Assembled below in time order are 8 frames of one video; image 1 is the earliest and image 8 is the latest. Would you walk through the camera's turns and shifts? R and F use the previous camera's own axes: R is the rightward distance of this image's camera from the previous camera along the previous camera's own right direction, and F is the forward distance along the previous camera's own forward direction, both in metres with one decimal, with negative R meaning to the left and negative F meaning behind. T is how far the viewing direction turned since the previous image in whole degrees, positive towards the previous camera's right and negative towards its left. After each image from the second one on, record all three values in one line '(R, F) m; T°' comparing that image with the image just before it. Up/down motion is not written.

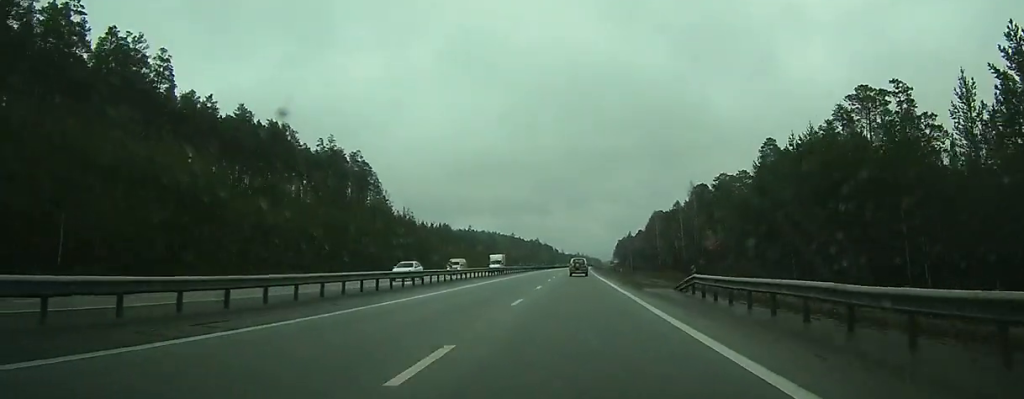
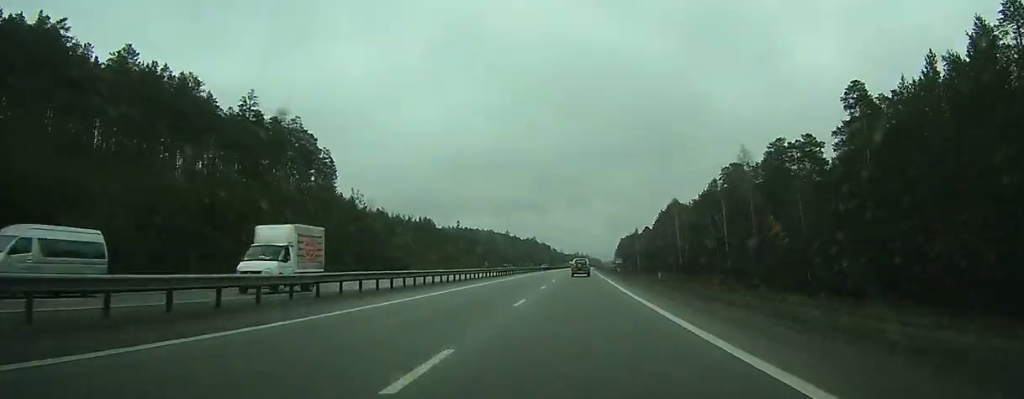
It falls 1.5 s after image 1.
(-0.1, +36.3) m; 0°
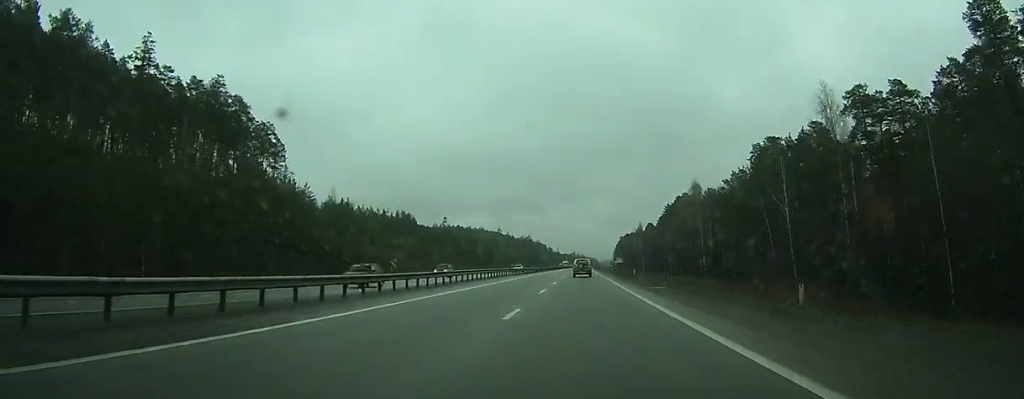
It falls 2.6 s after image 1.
(-0.1, +27.9) m; 0°
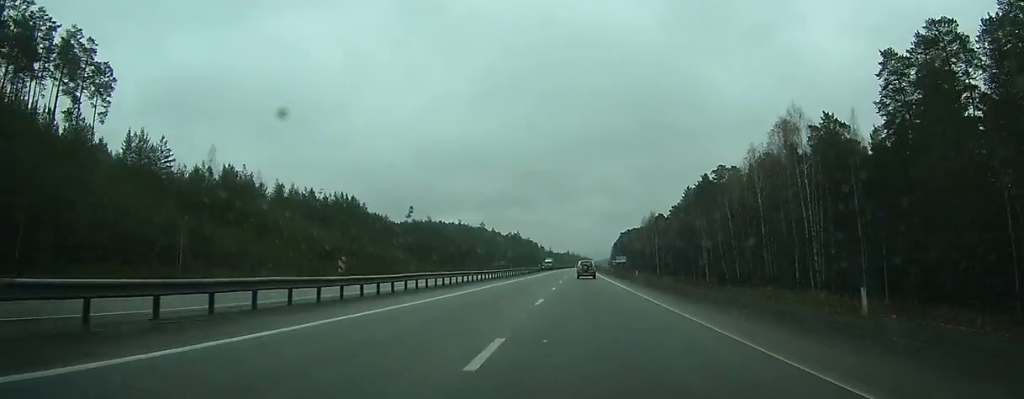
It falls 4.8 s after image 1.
(+0.2, +53.9) m; +1°
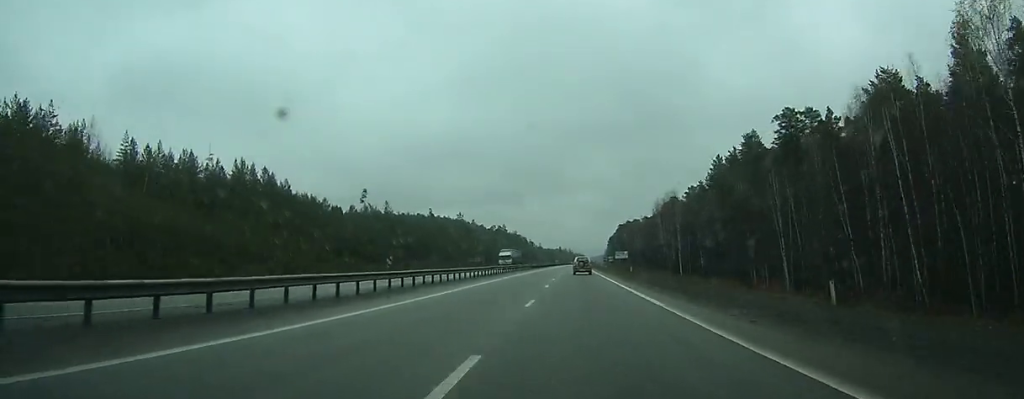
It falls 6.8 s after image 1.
(+0.2, +48.9) m; 0°
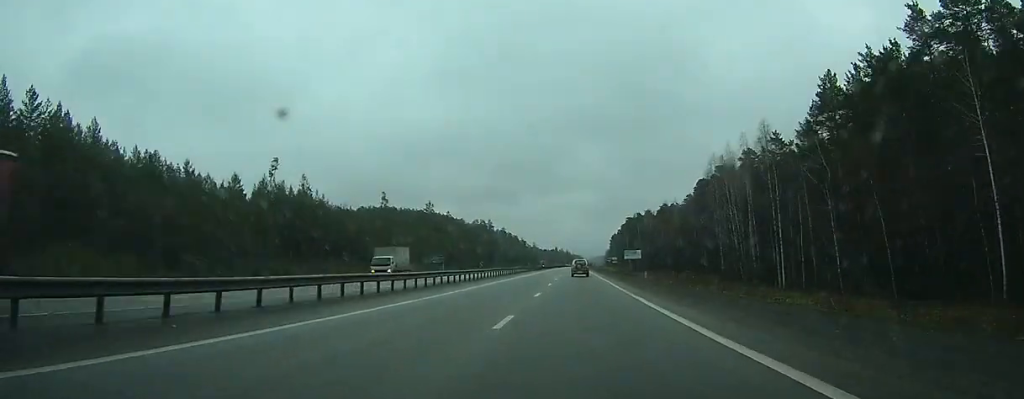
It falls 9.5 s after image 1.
(+0.4, +65.0) m; +1°
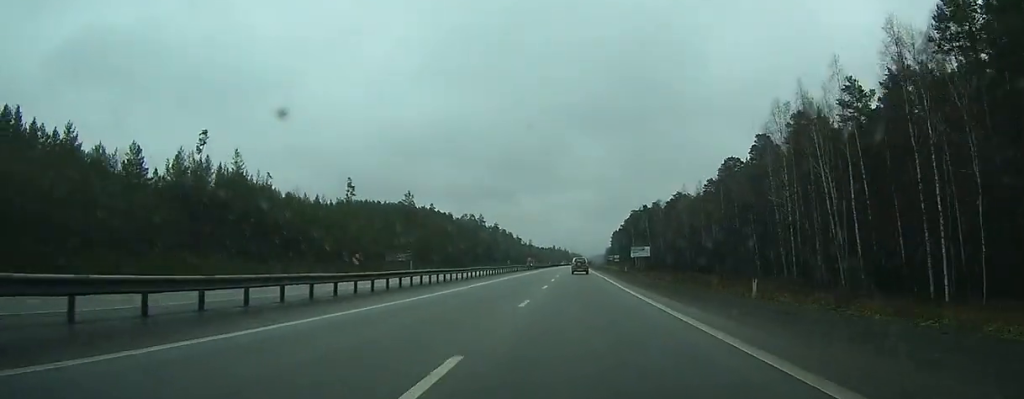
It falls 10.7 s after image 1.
(0.0, +30.8) m; 0°
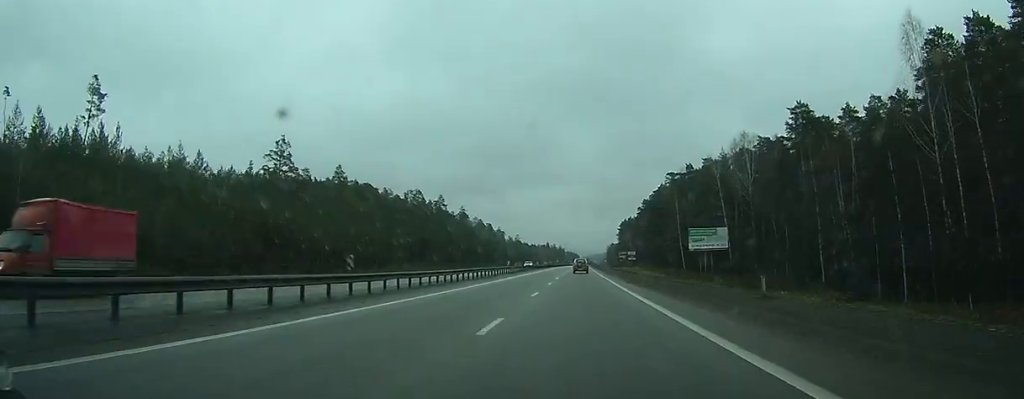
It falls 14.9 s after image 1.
(+1.2, +102.5) m; +1°
